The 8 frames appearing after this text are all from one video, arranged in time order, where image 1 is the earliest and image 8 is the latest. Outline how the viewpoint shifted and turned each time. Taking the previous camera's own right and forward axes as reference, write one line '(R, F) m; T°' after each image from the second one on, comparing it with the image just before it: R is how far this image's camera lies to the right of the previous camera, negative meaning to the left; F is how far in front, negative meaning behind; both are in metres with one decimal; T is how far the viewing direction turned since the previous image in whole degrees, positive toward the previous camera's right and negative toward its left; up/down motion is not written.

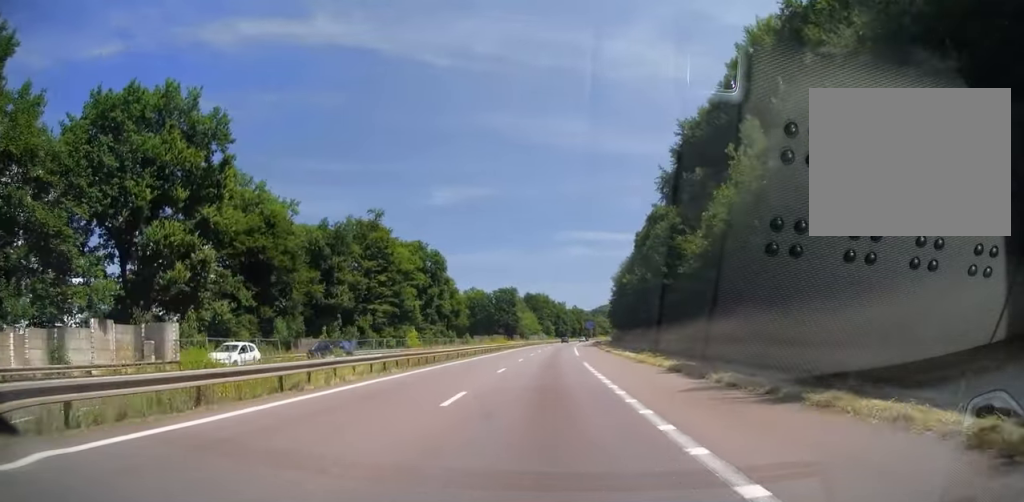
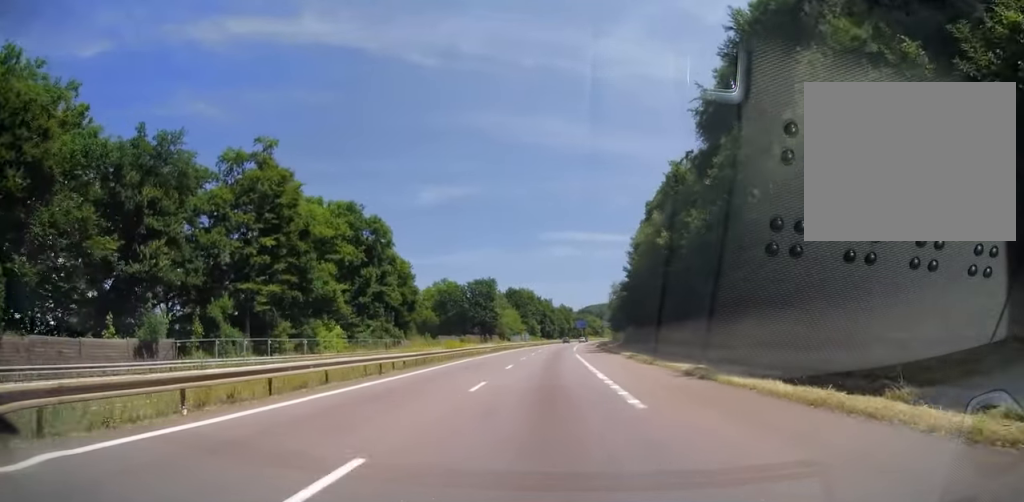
(+0.5, +32.5) m; +2°
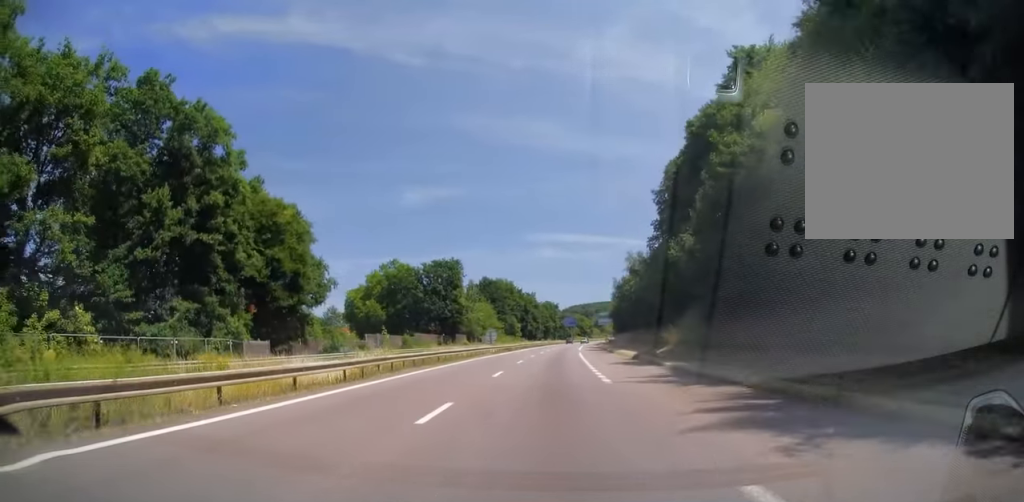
(+0.7, +42.3) m; +2°
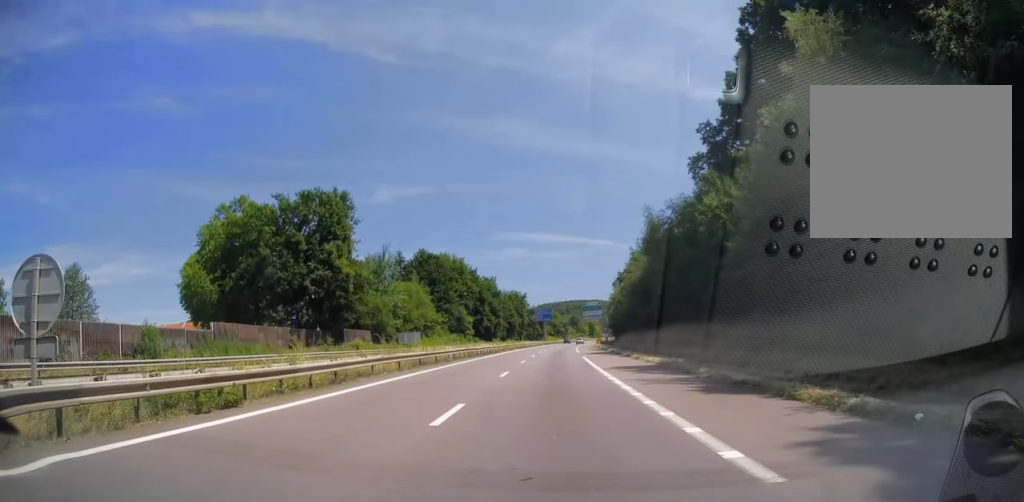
(+1.2, +60.6) m; +2°
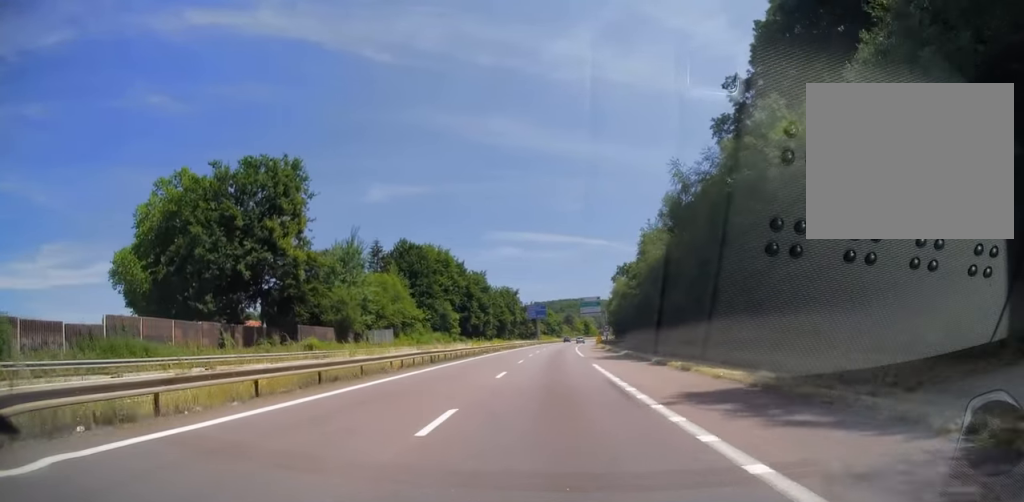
(-0.1, +13.3) m; +1°
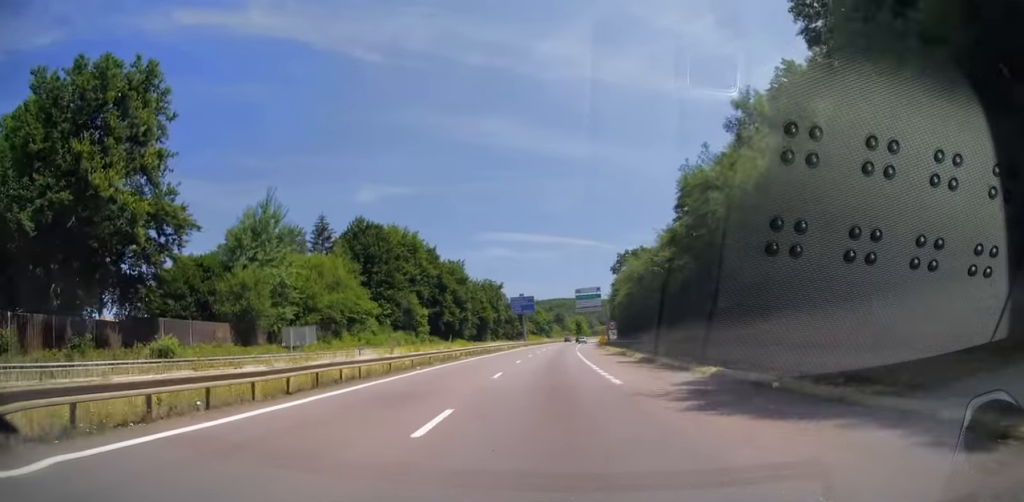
(+0.5, +24.1) m; +2°
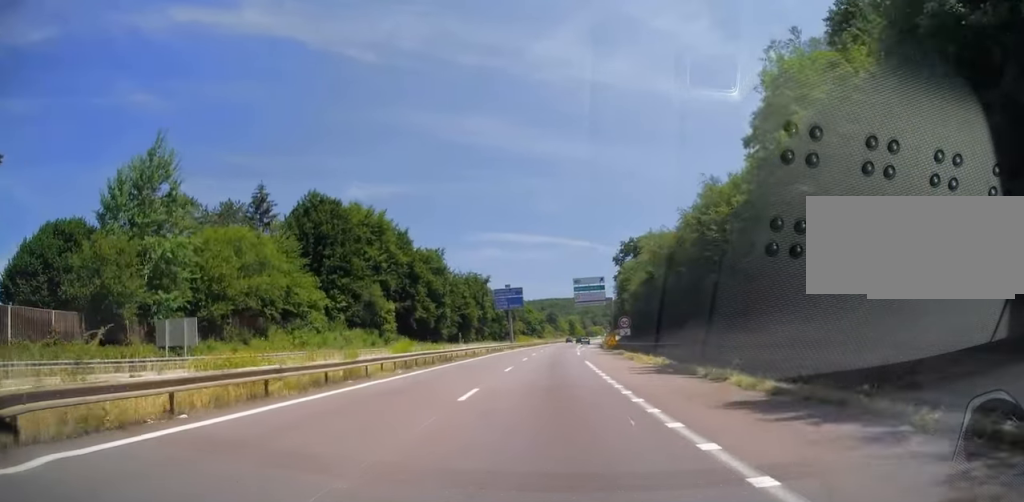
(+0.3, +19.2) m; +1°
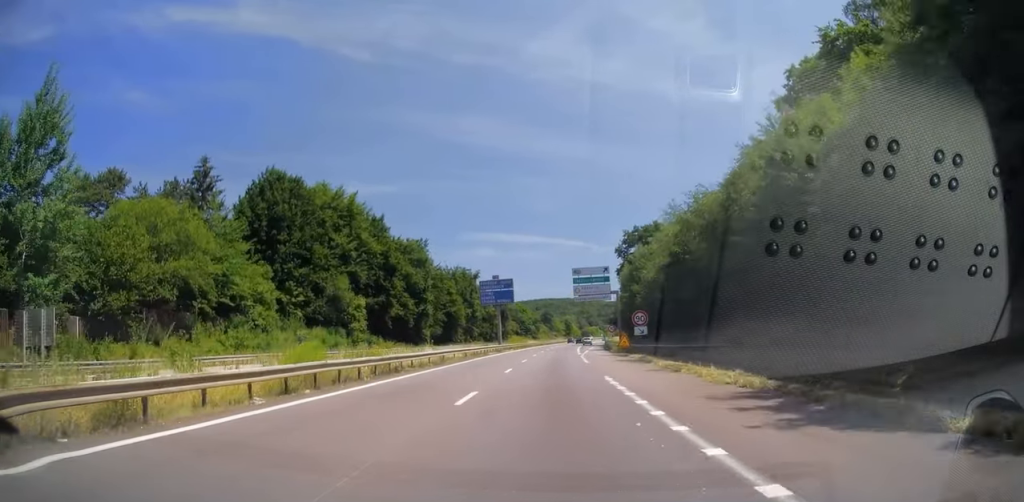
(0.0, +12.8) m; 0°
